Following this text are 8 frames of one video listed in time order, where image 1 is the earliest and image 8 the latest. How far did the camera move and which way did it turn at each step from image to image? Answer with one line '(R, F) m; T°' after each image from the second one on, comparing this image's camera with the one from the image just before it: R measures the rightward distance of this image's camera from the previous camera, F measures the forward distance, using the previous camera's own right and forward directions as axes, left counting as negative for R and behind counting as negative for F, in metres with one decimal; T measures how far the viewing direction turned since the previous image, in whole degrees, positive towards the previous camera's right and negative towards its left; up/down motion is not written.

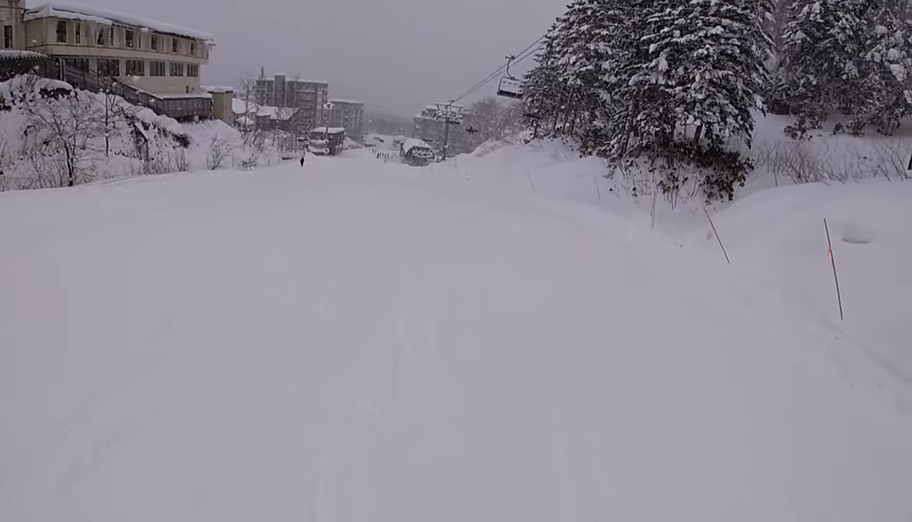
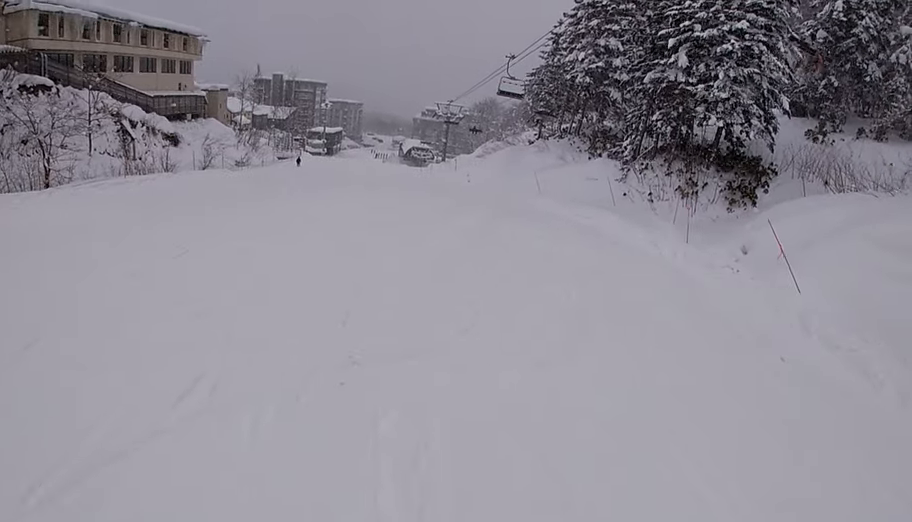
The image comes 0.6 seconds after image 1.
(-0.1, +2.8) m; +4°
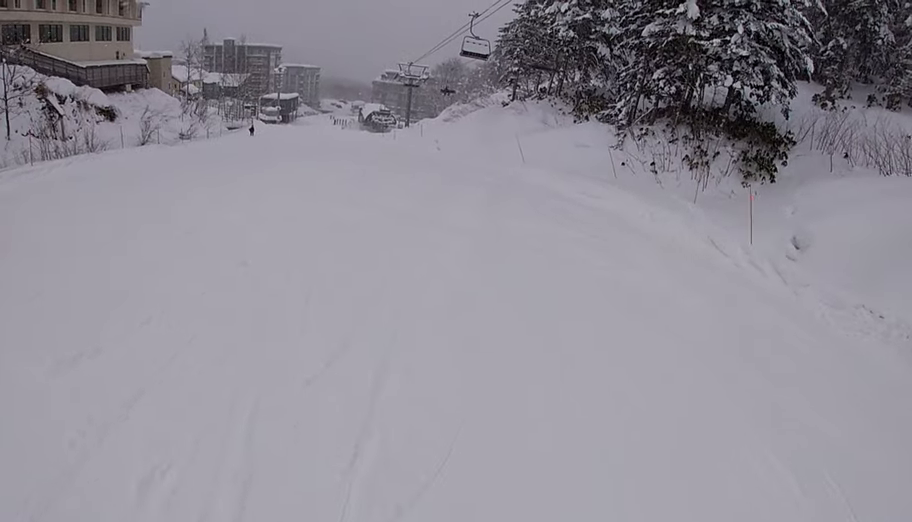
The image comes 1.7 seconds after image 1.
(+0.5, +5.0) m; 0°
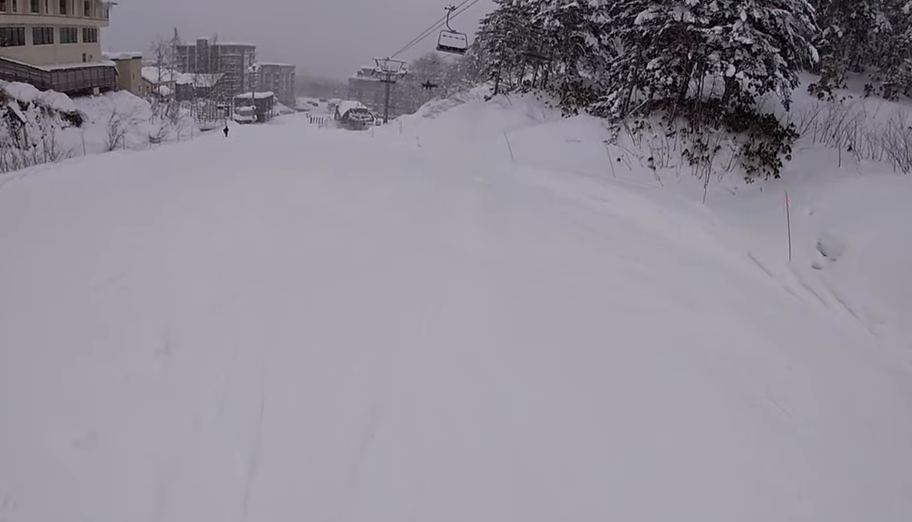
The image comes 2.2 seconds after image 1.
(-0.3, +2.2) m; 0°
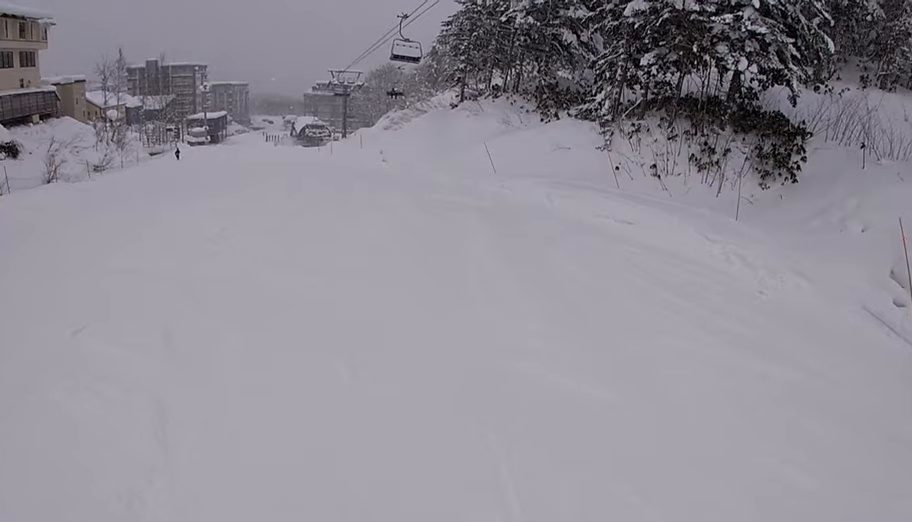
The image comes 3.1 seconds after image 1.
(+0.2, +4.3) m; 0°
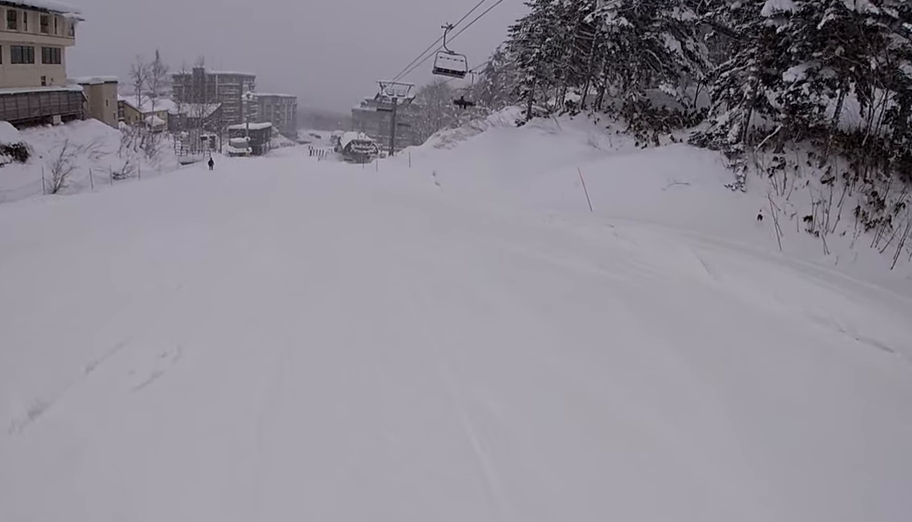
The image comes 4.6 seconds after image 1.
(-0.3, +7.4) m; -1°
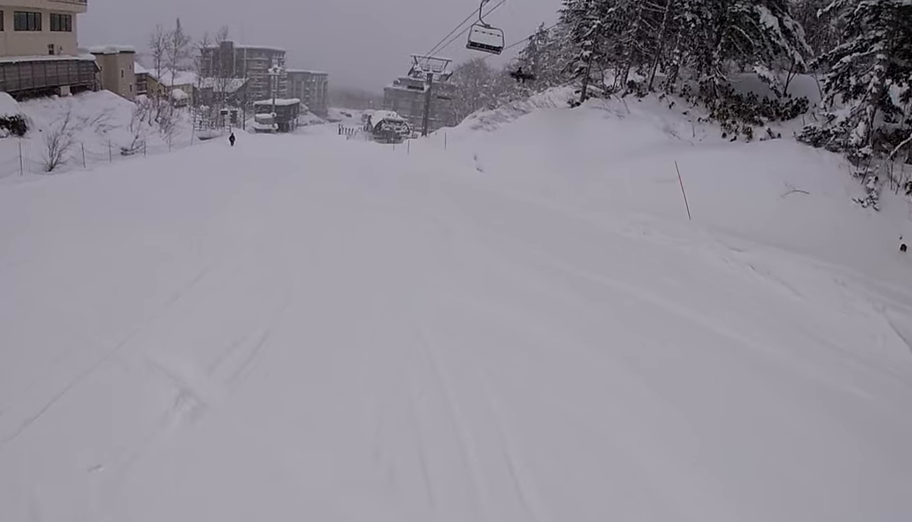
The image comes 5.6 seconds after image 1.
(+0.5, +4.9) m; -2°
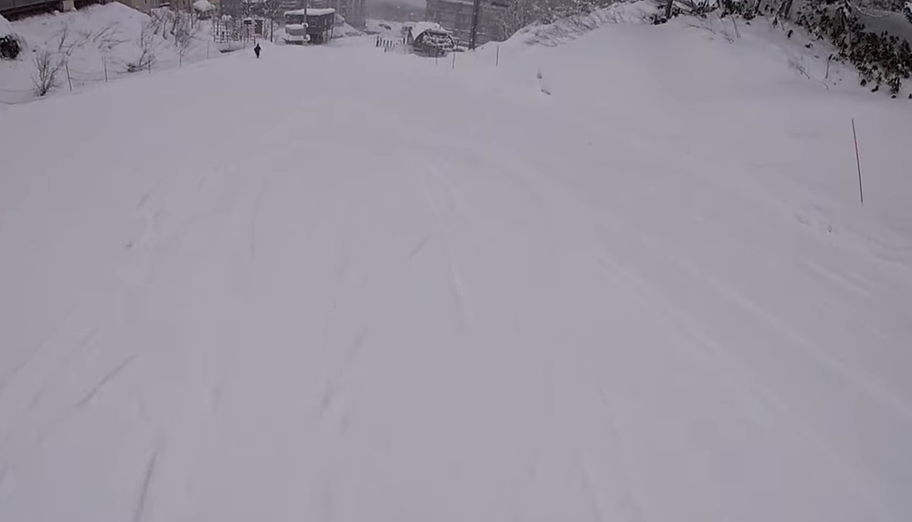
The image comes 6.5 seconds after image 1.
(-0.6, +4.9) m; -11°
